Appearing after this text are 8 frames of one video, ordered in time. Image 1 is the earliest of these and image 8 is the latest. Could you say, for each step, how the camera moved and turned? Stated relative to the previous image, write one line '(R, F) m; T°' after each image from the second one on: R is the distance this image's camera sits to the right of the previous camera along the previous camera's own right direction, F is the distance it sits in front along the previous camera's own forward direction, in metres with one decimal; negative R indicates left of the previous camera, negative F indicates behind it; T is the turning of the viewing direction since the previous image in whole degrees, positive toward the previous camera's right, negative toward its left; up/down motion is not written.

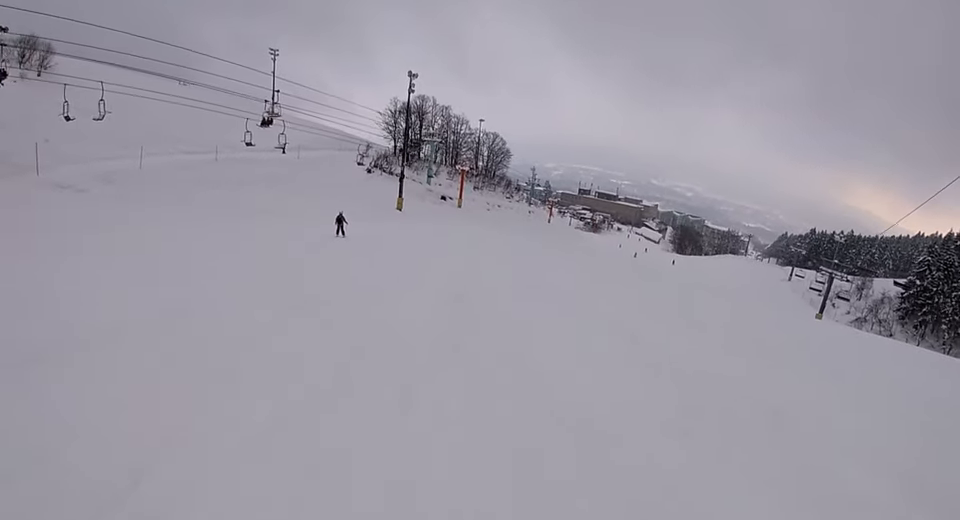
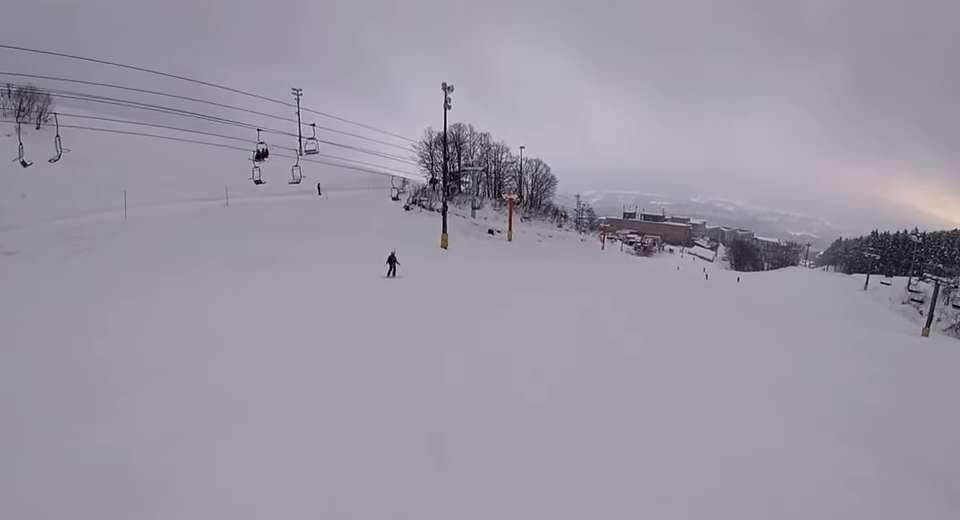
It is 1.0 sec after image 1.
(-0.7, +9.9) m; +2°
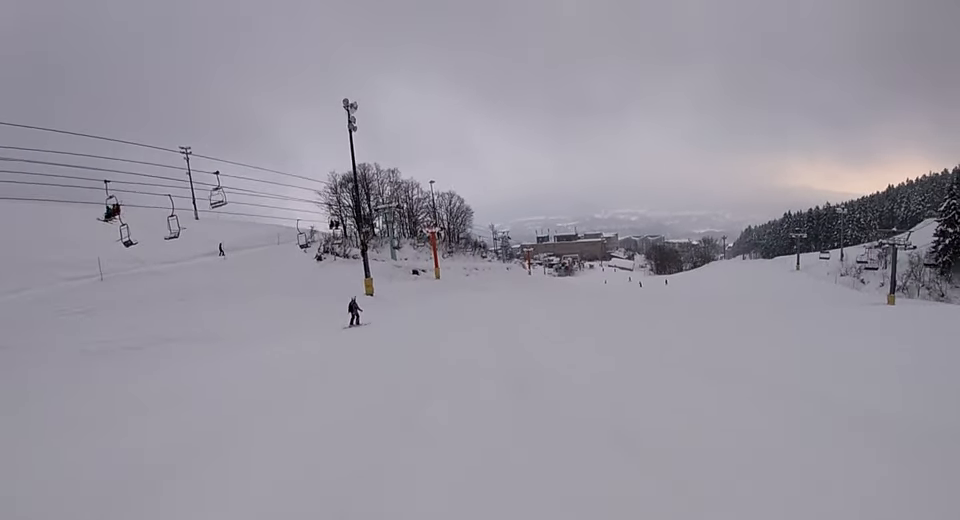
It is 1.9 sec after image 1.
(+0.9, +8.3) m; +7°
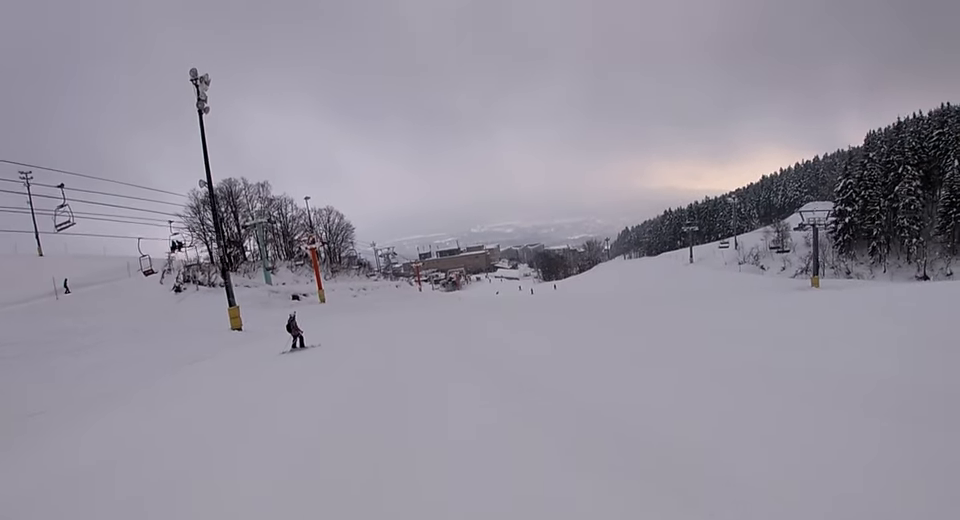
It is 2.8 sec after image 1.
(+0.1, +9.1) m; +9°
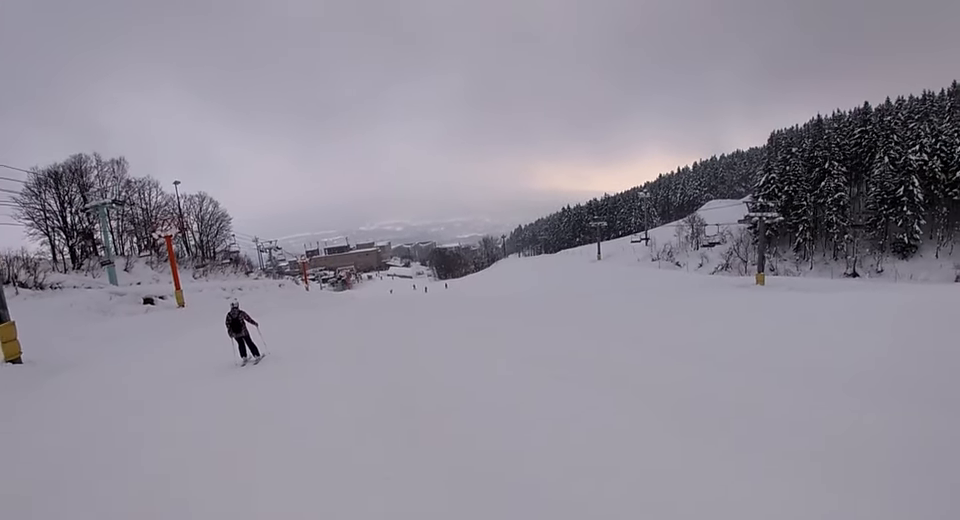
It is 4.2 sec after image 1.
(+2.1, +11.6) m; +16°
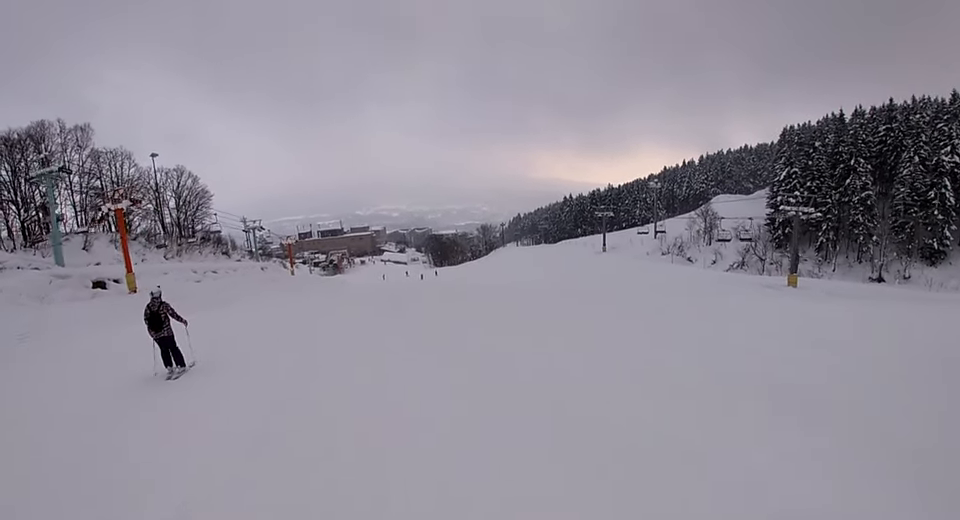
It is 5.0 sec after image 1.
(+0.4, +7.2) m; +7°
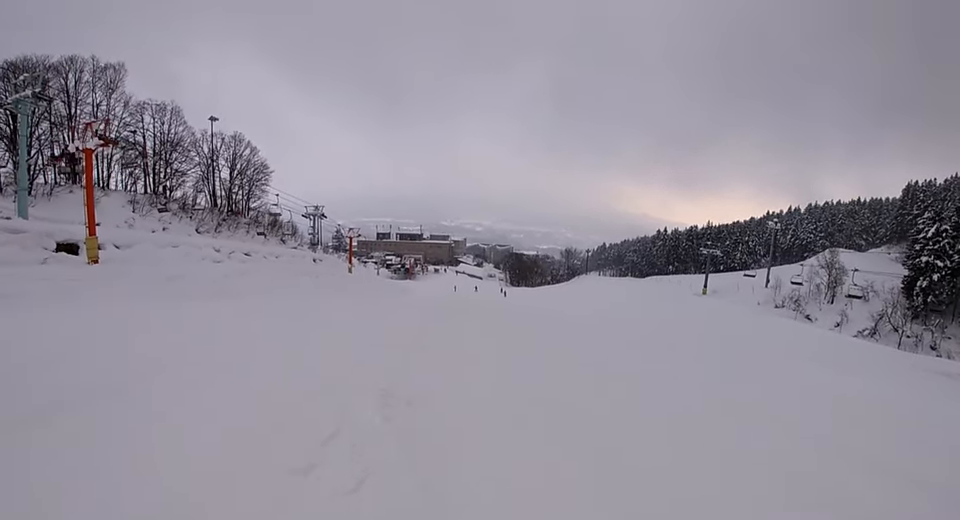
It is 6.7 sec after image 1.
(-0.2, +14.1) m; -21°
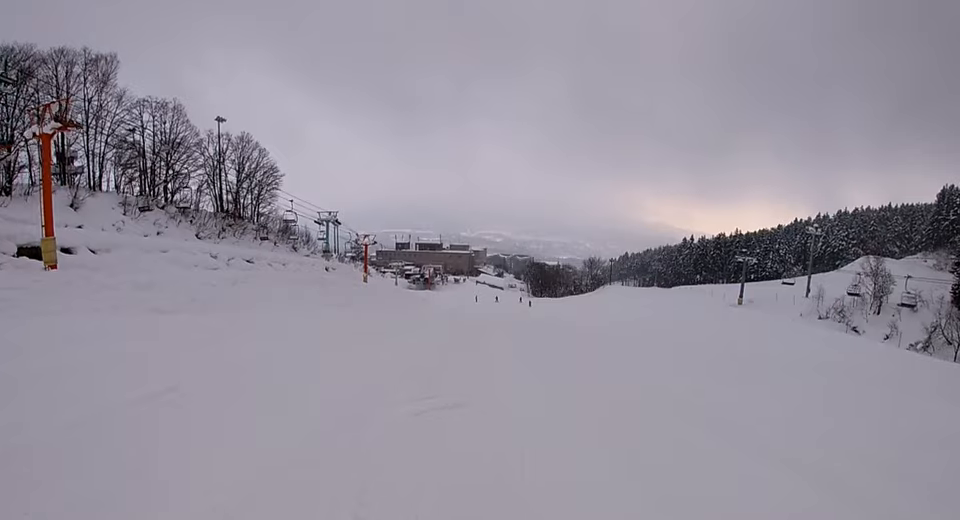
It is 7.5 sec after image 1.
(-1.2, +5.8) m; -1°
